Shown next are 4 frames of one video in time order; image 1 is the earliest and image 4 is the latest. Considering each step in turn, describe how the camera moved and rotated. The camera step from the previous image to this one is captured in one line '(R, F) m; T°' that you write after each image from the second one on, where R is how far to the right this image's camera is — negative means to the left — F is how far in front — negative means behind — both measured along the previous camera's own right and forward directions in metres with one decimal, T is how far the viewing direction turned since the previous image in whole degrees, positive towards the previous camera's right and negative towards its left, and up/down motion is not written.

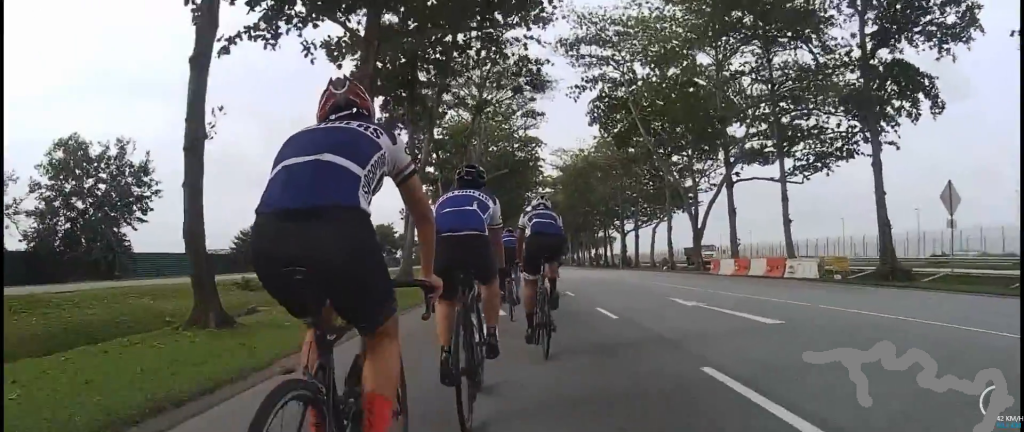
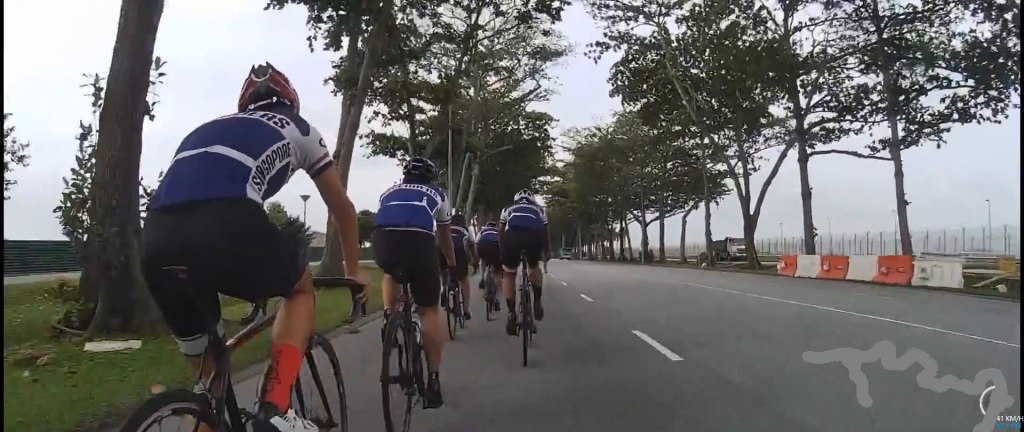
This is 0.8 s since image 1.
(+0.5, +9.8) m; -2°
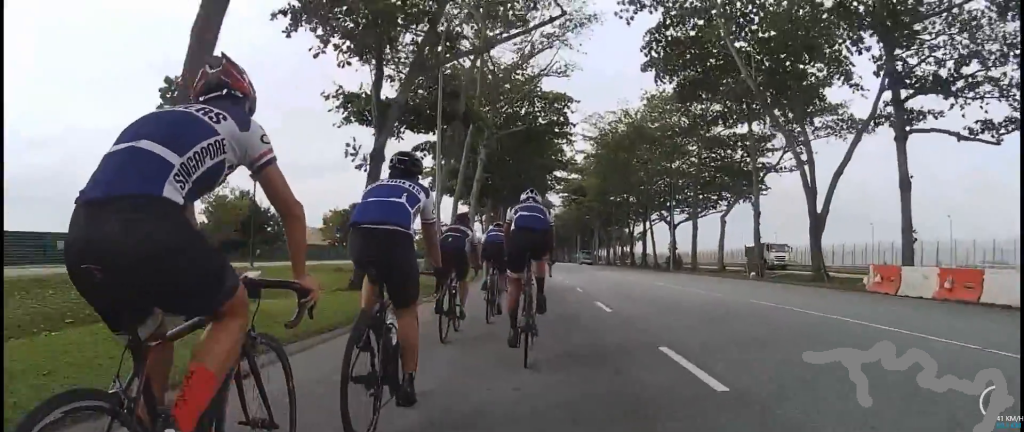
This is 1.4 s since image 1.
(-0.8, +7.3) m; +2°
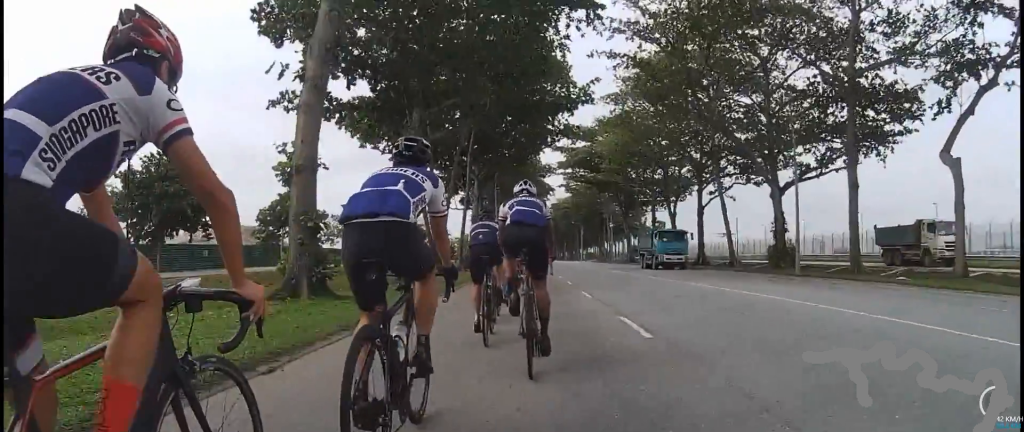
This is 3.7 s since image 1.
(-0.2, +27.7) m; -4°
